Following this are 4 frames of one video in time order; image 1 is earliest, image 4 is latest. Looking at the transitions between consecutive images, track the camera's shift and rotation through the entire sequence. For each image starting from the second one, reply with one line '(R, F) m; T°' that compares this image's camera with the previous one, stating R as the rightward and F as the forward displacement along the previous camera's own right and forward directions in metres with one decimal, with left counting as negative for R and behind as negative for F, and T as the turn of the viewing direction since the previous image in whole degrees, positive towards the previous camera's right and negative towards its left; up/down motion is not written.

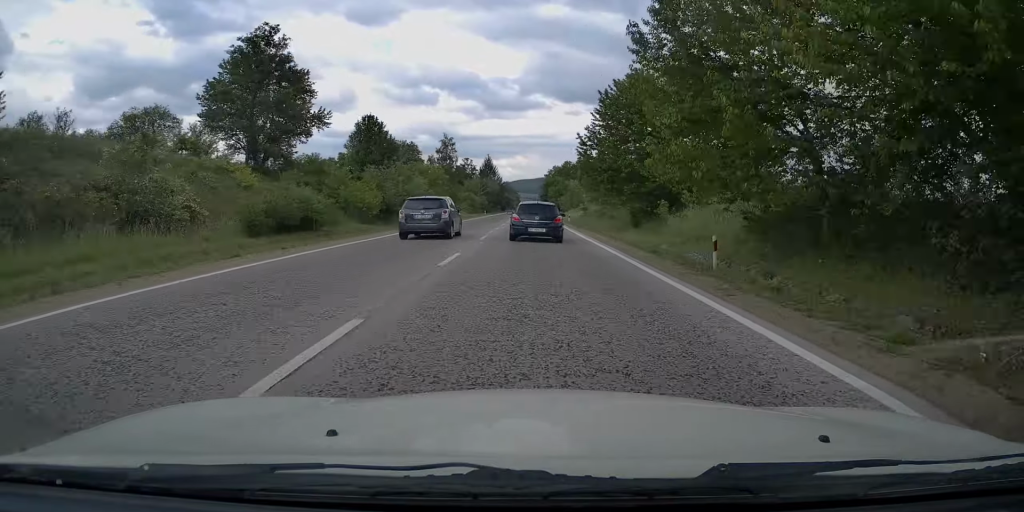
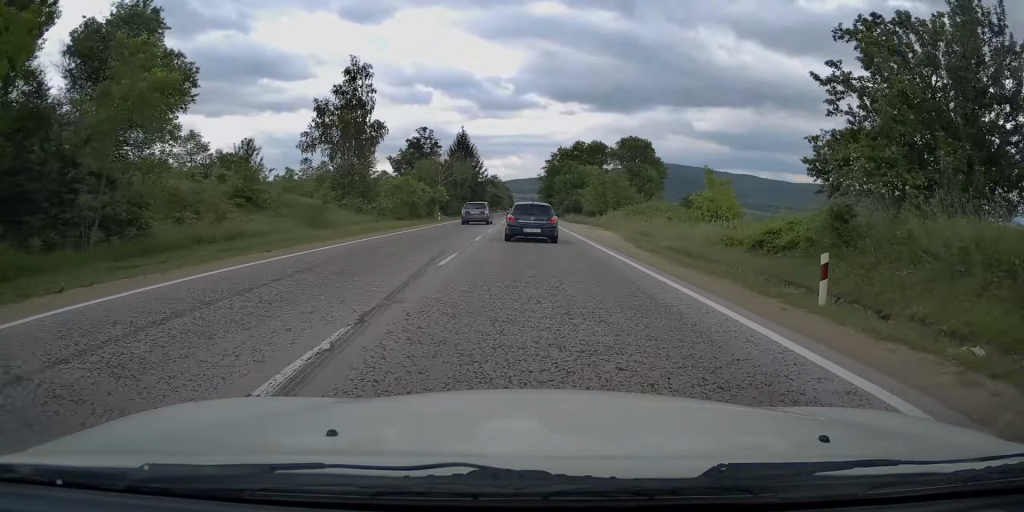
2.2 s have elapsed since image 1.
(0.0, +54.7) m; 0°
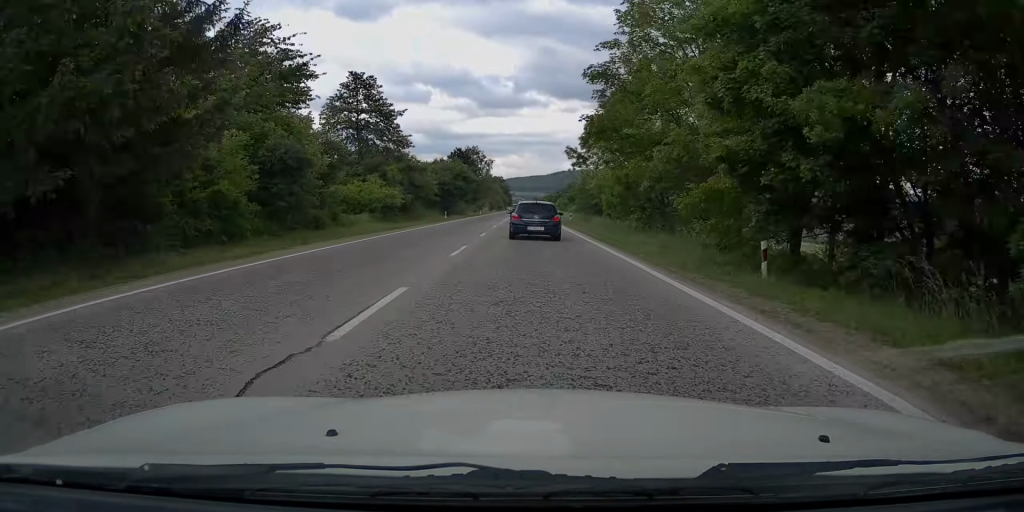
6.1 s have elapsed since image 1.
(+0.2, +96.6) m; 0°
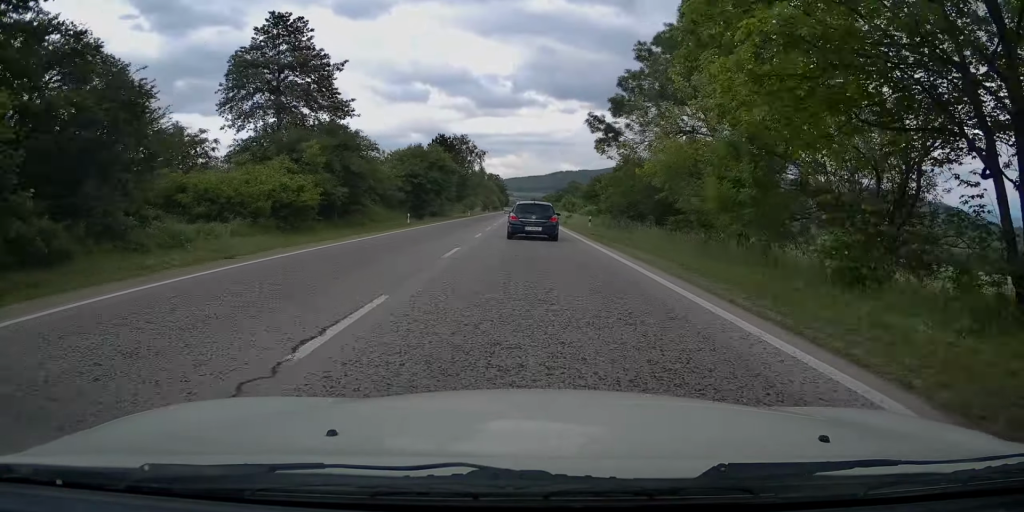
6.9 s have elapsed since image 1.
(-0.1, +19.1) m; 0°
